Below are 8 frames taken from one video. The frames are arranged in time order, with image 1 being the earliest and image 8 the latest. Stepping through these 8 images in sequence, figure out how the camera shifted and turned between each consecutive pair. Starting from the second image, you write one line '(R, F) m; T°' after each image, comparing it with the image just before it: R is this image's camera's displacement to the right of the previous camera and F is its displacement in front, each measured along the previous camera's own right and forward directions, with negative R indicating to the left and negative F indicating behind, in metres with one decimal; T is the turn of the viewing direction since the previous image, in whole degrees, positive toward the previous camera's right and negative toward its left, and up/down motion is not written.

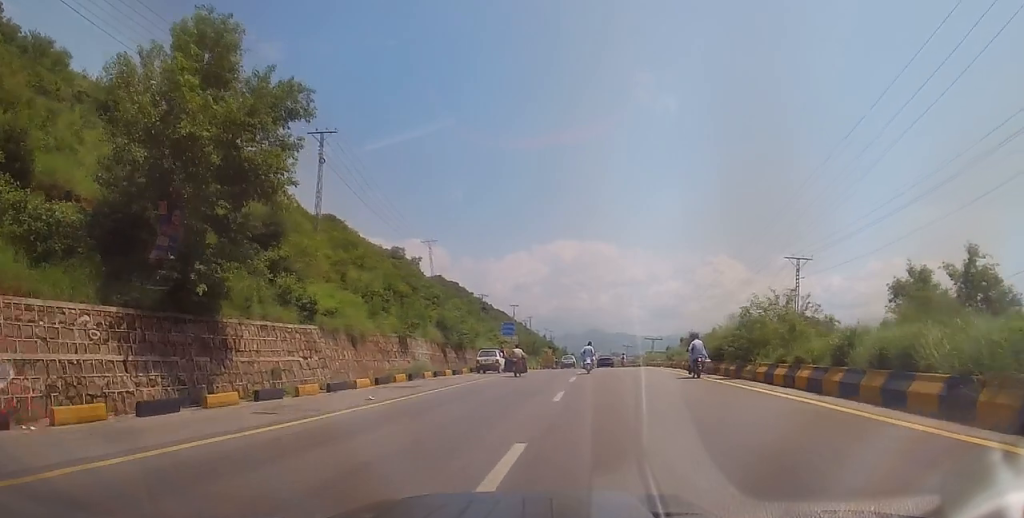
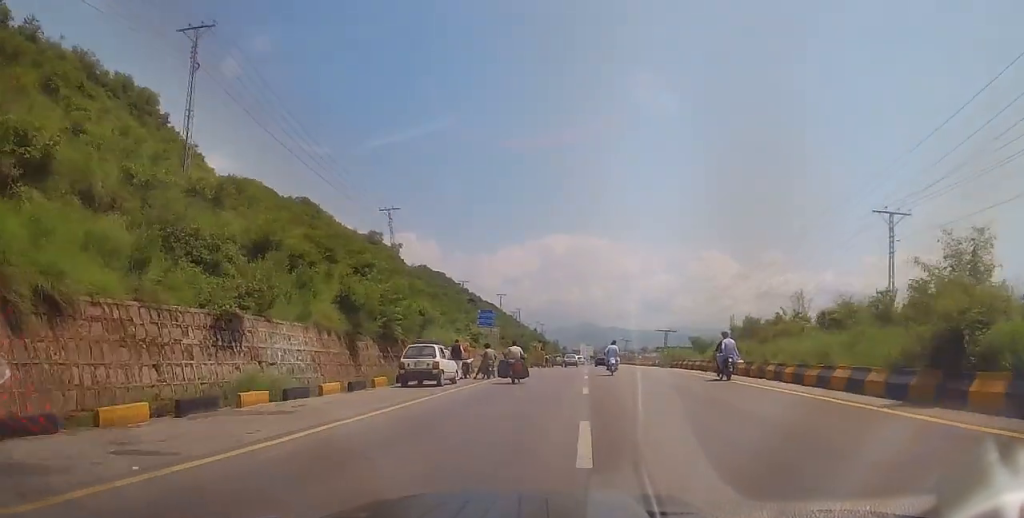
(0.0, +16.7) m; 0°
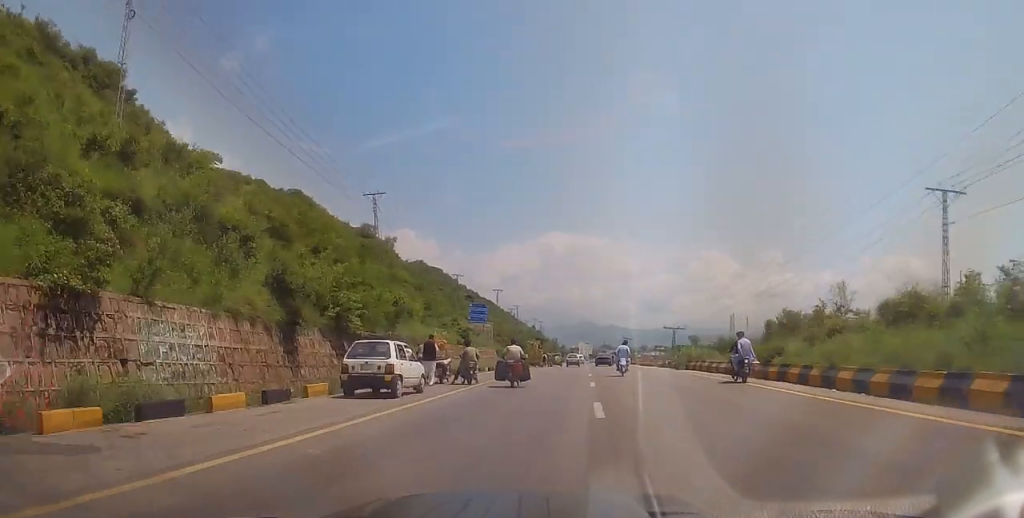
(-0.1, +5.7) m; 0°
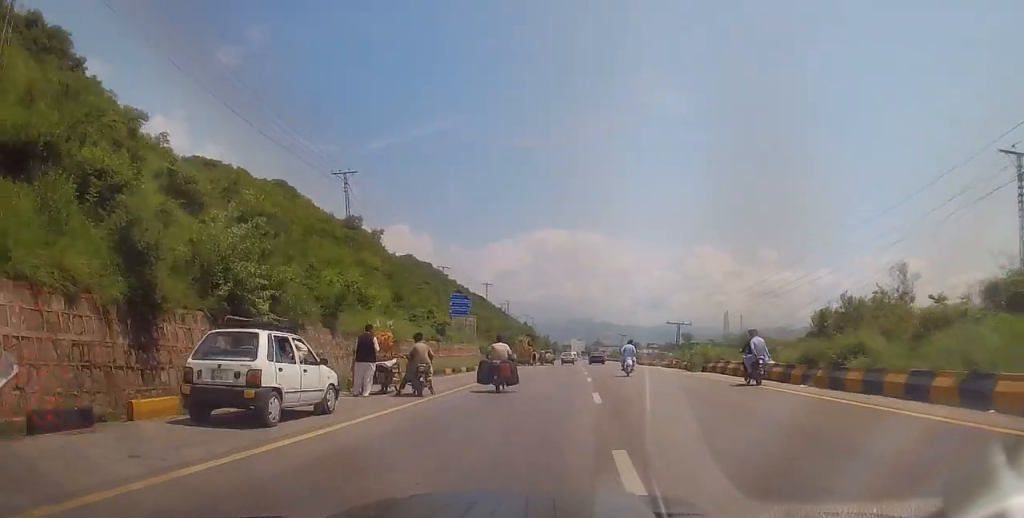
(+0.2, +6.6) m; +1°
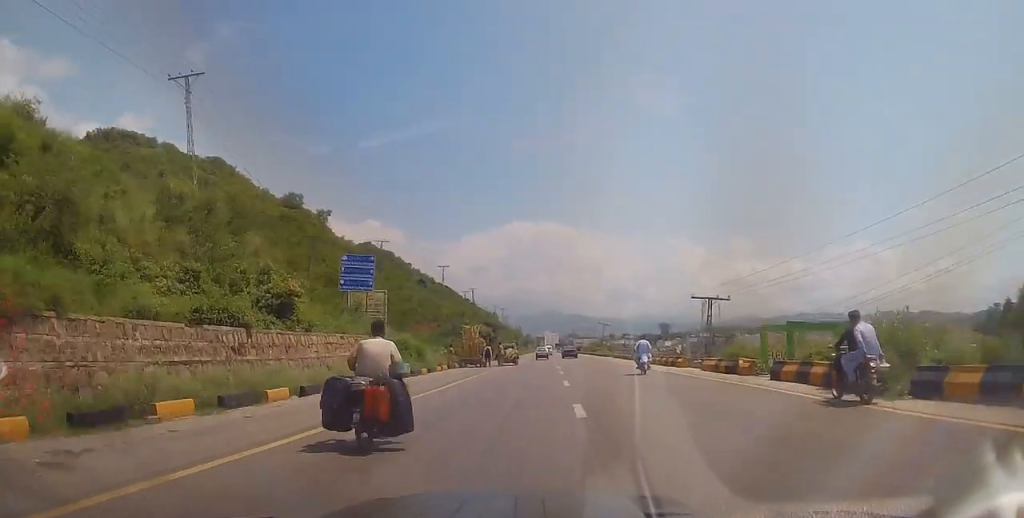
(+0.1, +21.6) m; 0°
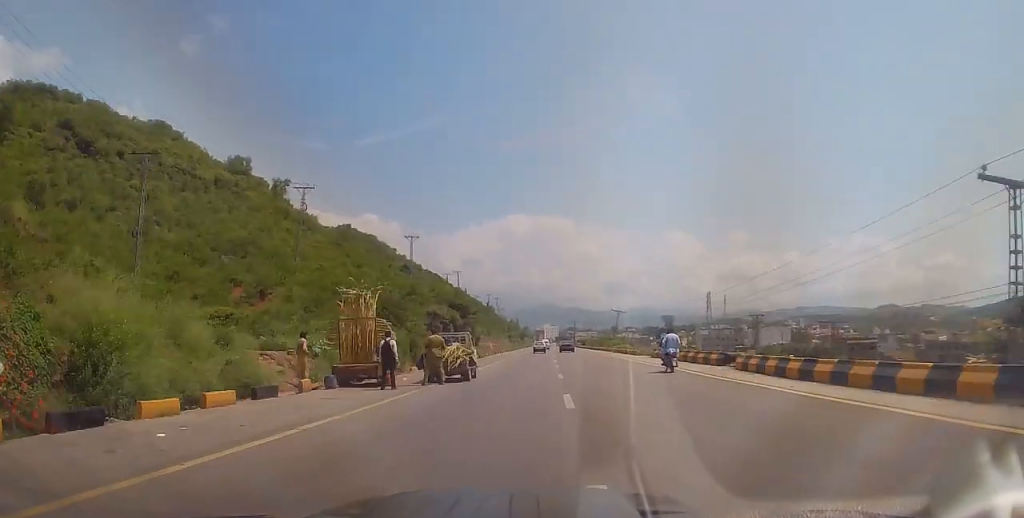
(+0.6, +26.8) m; +2°
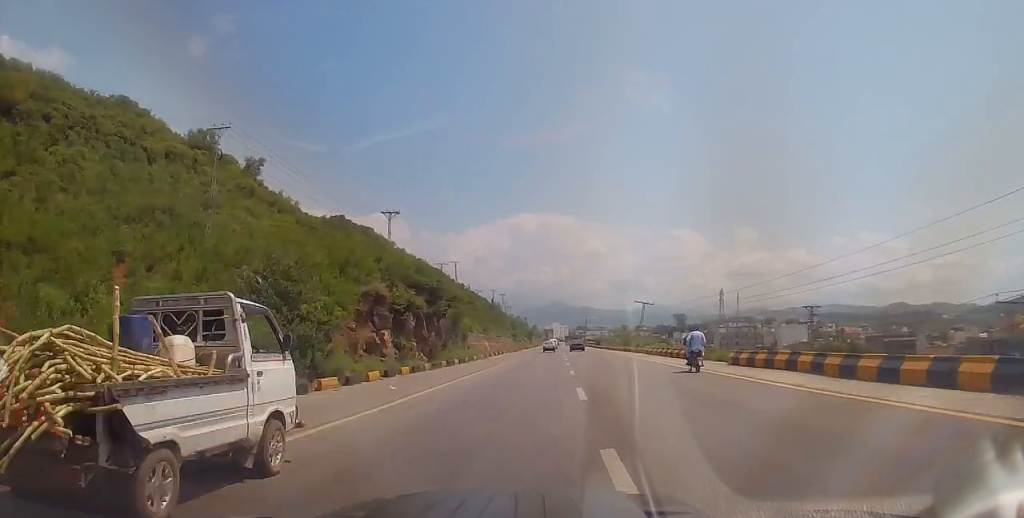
(-0.2, +17.6) m; -1°
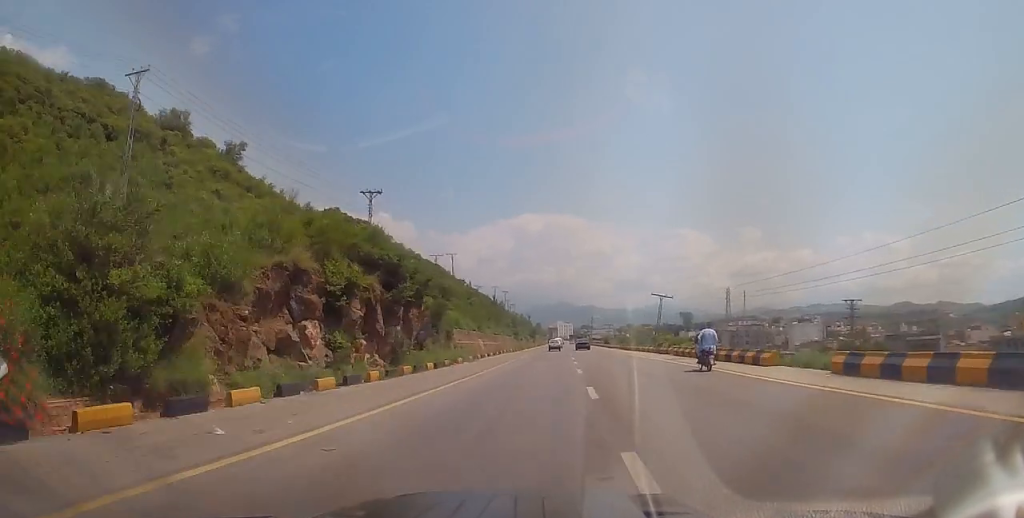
(-0.1, +9.8) m; 0°
